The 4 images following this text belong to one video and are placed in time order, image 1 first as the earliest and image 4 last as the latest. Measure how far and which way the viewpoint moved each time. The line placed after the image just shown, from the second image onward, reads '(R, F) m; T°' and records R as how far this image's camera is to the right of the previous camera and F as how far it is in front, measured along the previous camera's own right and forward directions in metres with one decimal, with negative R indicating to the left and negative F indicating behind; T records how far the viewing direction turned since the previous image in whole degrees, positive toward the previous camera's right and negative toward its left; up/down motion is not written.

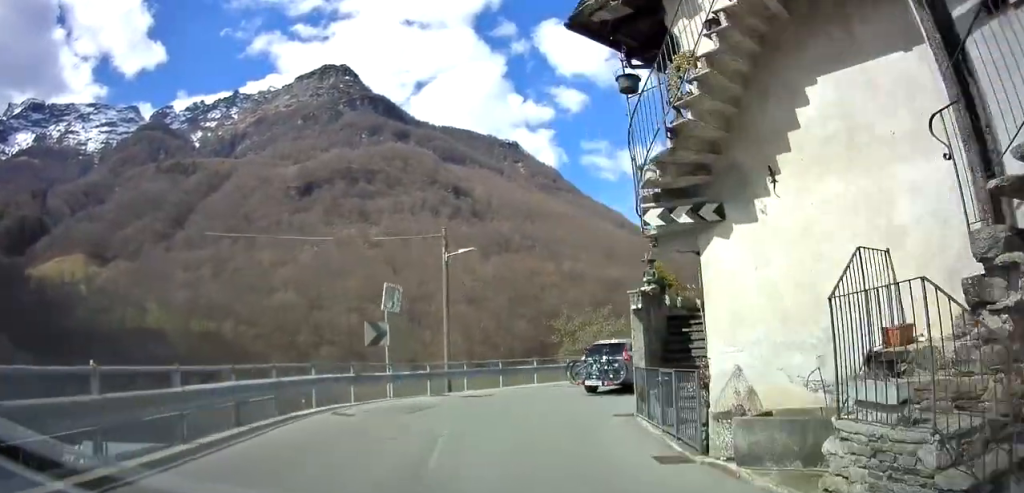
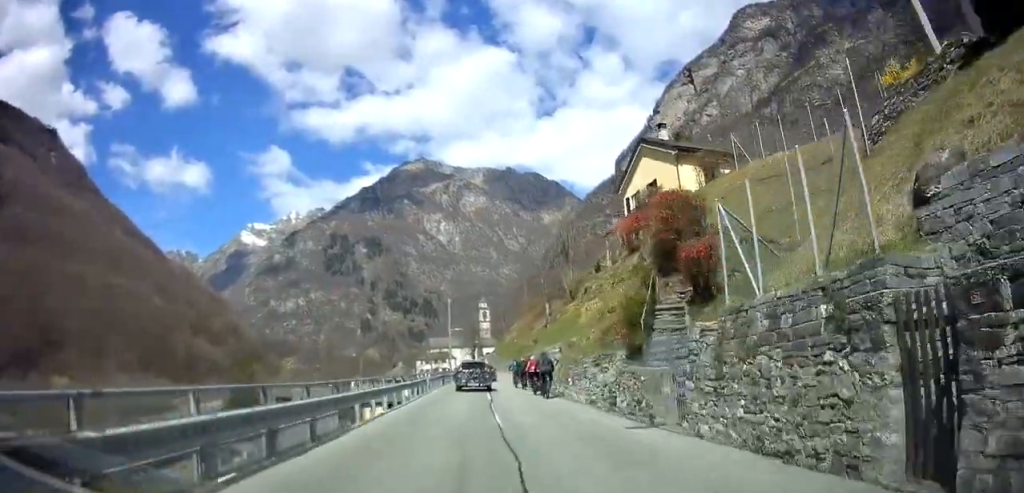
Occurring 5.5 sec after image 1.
(+19.5, +36.1) m; +47°
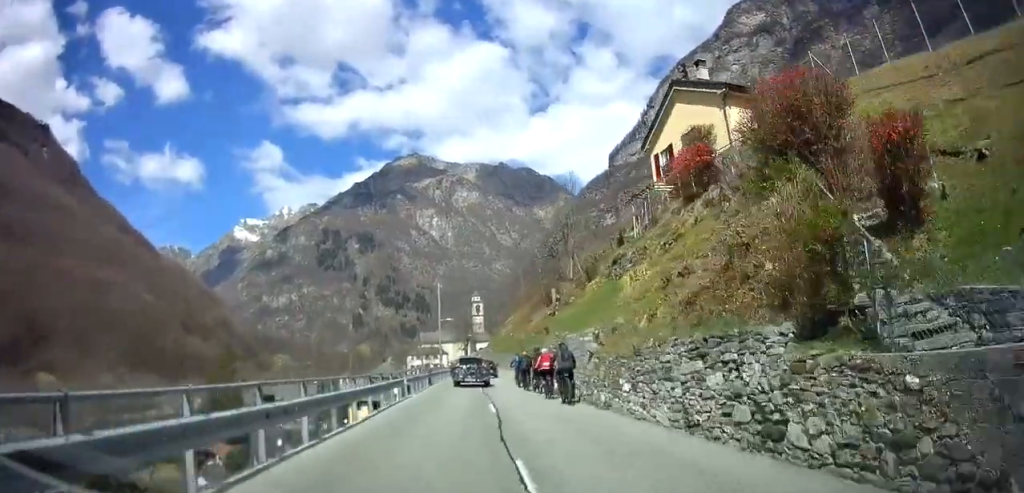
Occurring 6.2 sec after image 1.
(+0.2, +7.7) m; +1°
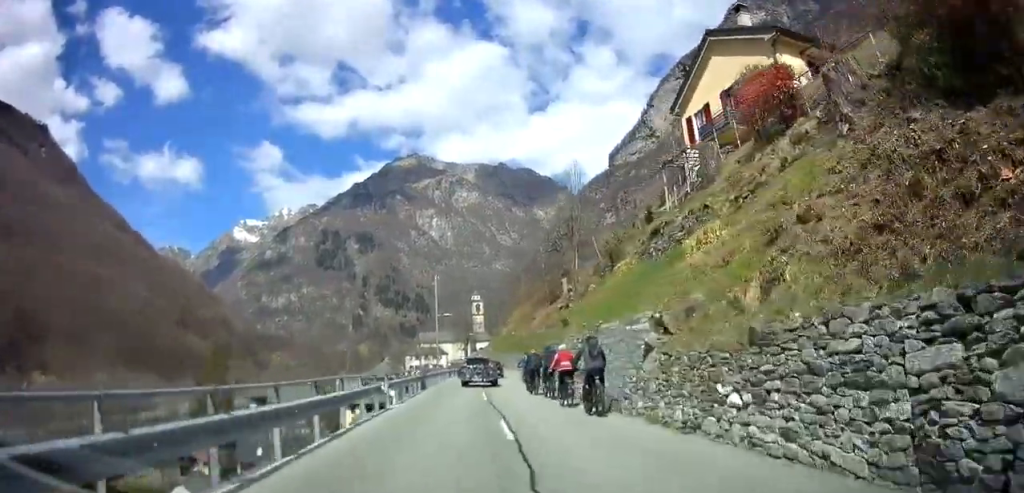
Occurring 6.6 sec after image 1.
(-0.1, +5.4) m; 0°
